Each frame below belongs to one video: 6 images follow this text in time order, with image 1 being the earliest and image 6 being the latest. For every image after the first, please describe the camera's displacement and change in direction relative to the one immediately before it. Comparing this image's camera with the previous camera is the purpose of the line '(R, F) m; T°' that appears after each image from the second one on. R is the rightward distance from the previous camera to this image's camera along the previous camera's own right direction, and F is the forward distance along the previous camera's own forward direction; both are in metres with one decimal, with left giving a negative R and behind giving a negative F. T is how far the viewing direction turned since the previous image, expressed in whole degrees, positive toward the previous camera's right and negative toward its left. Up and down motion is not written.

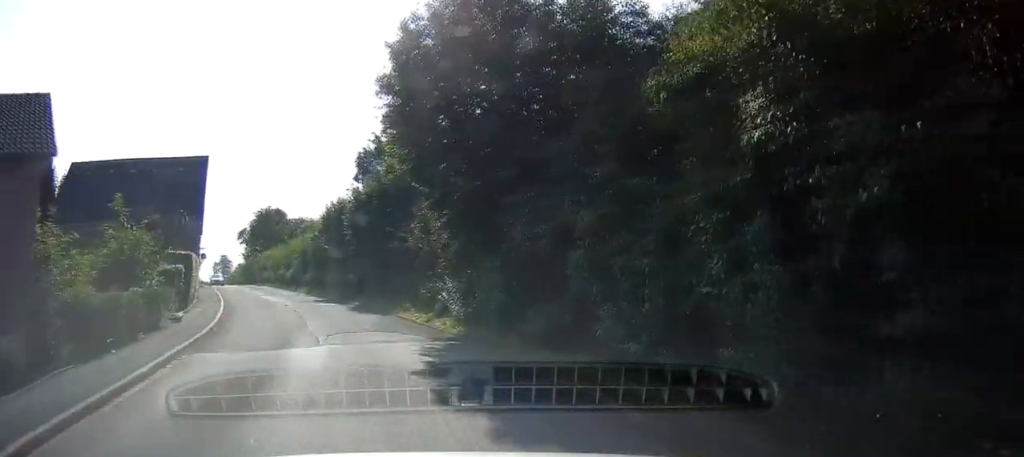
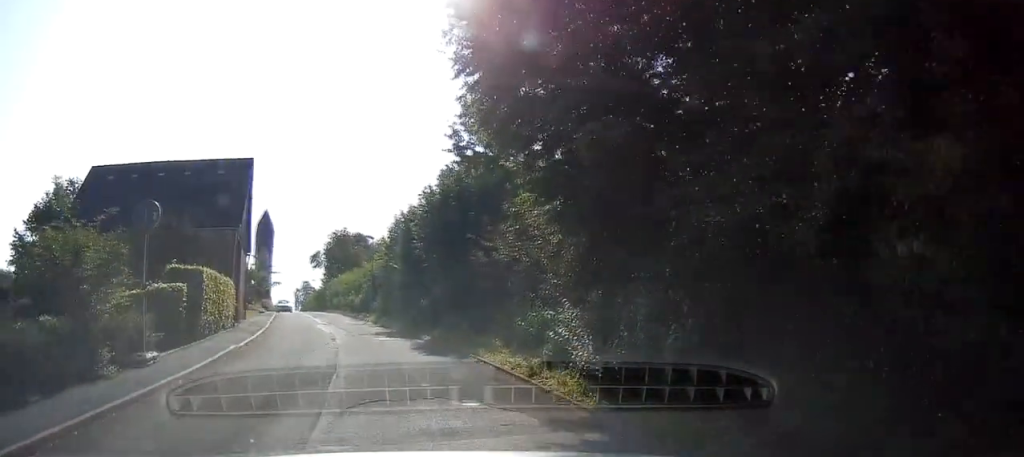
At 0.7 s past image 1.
(0.0, +5.7) m; 0°
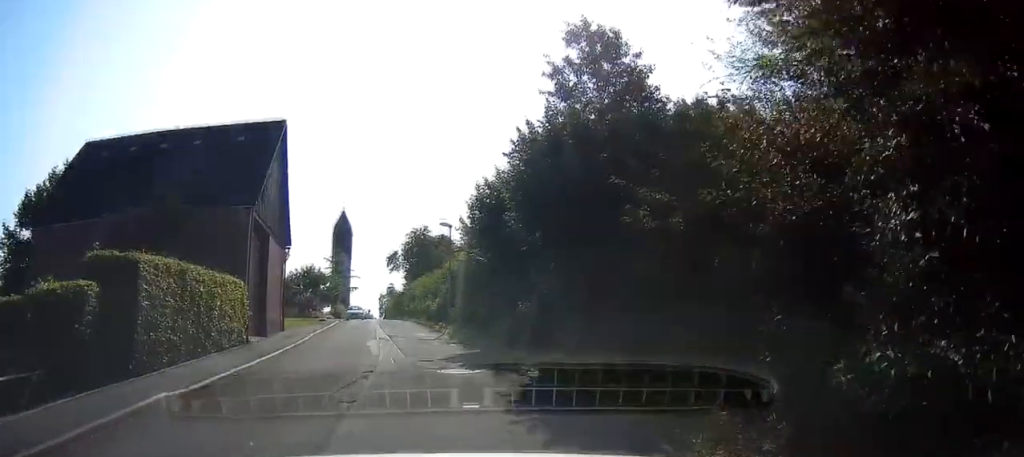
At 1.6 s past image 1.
(0.0, +7.6) m; 0°
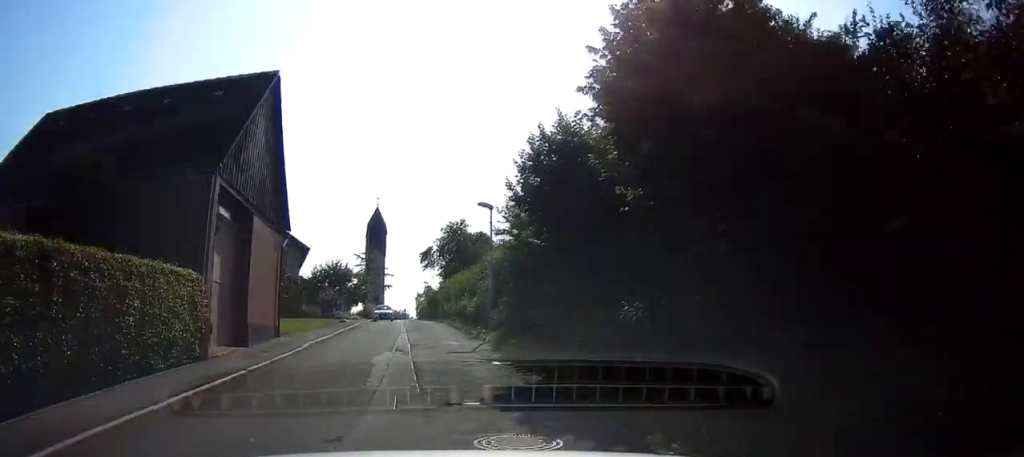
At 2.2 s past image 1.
(0.0, +5.6) m; 0°
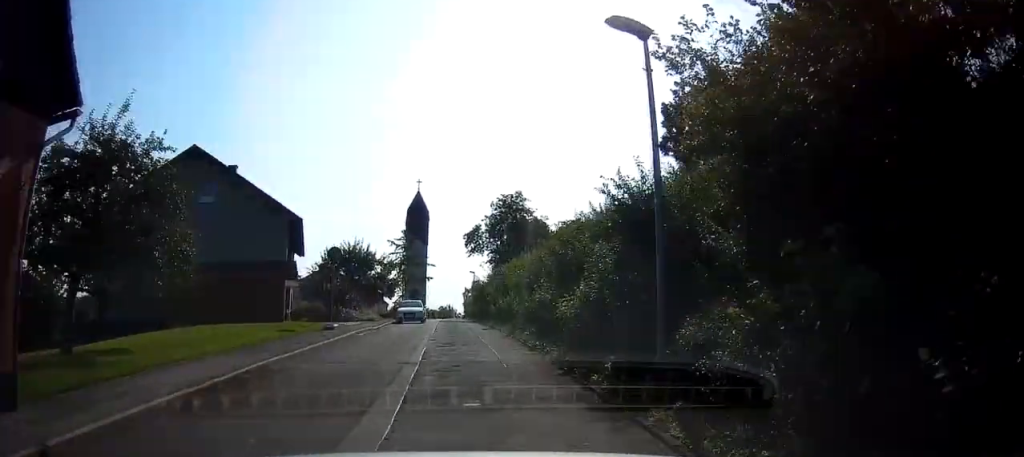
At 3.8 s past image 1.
(0.0, +14.9) m; 0°
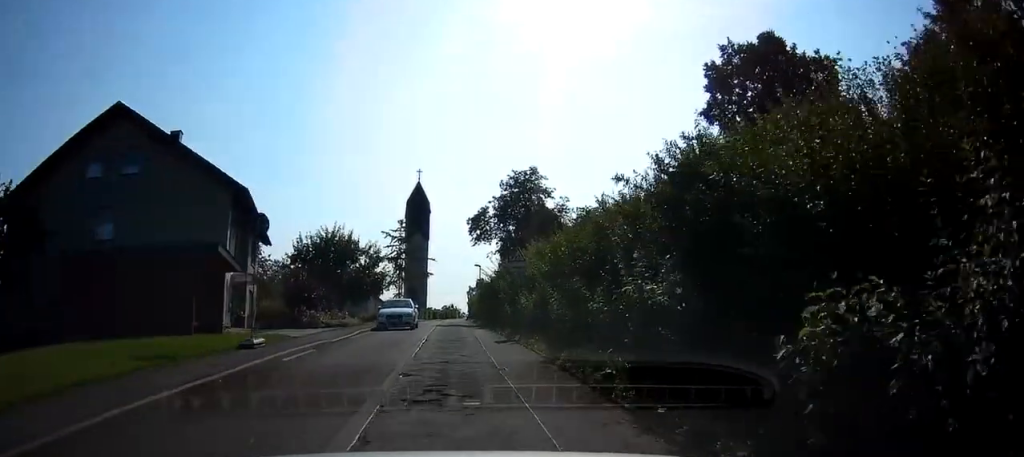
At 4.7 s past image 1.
(0.0, +9.1) m; 0°
